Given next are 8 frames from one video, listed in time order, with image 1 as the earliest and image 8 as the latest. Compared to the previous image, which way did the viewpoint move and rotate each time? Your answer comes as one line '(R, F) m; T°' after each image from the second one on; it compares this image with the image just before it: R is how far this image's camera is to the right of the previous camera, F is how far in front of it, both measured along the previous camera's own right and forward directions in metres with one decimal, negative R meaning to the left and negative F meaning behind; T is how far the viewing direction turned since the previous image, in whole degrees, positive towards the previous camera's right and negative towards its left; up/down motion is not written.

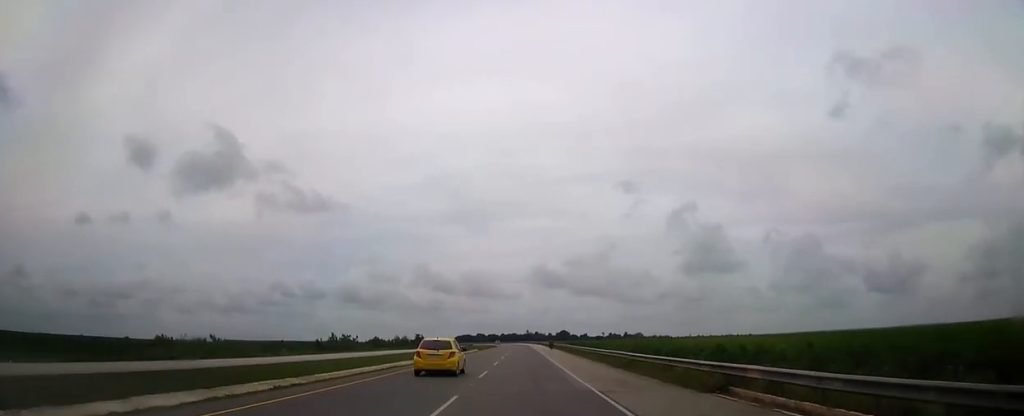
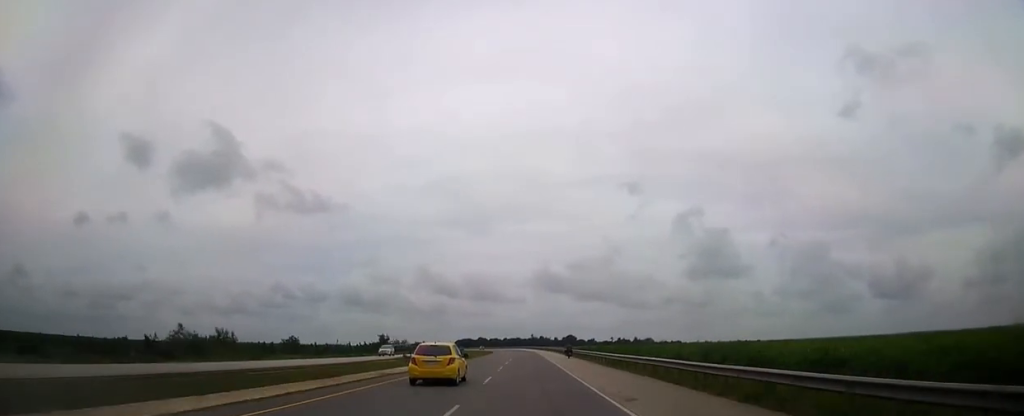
(0.0, +51.0) m; 0°
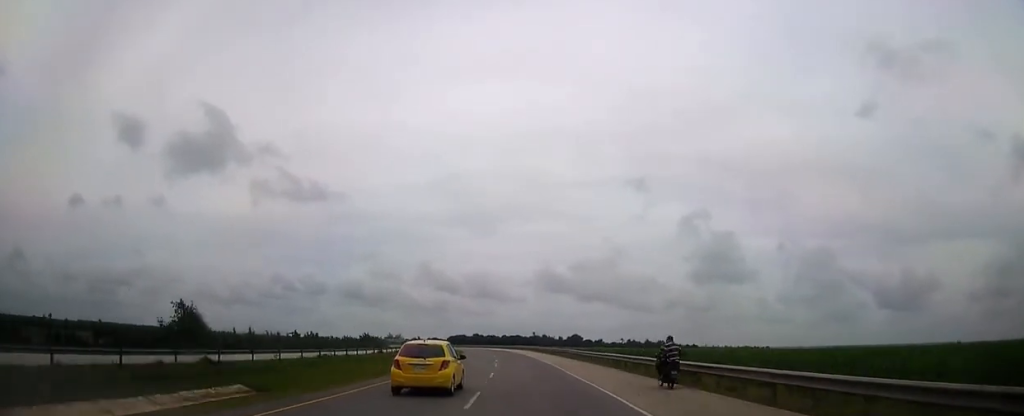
(-0.4, +80.8) m; -1°
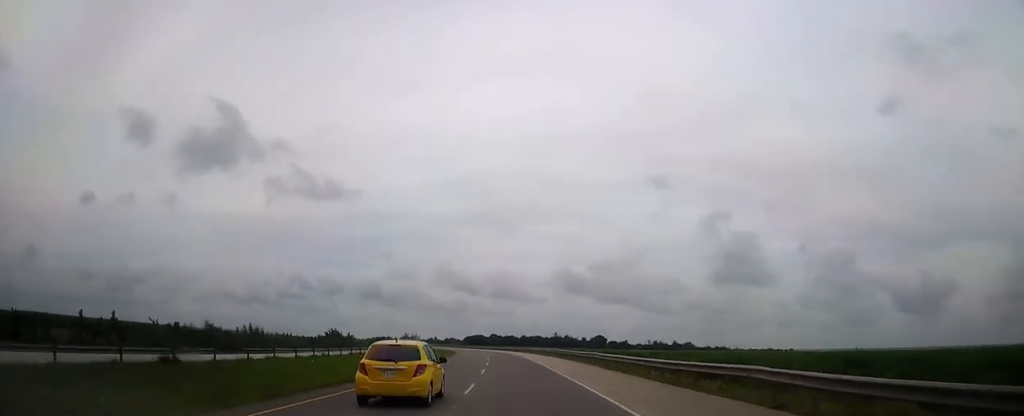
(+0.2, +44.8) m; -1°
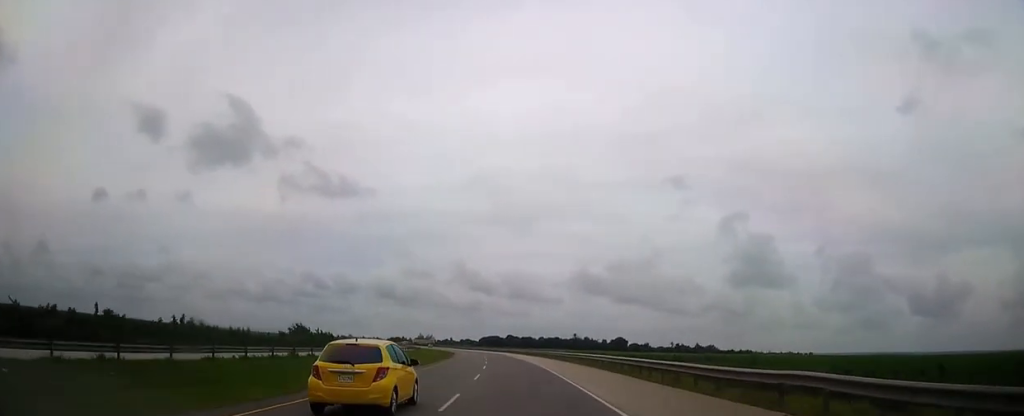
(-0.8, +27.9) m; -2°
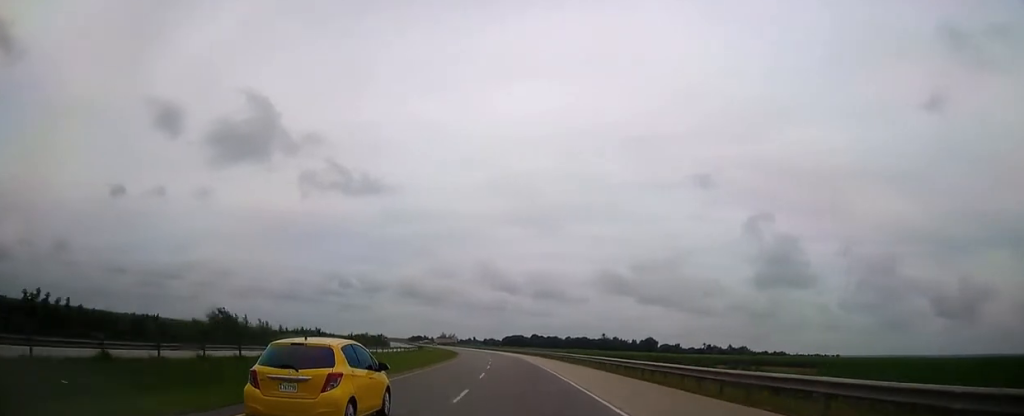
(-0.1, +33.4) m; -2°
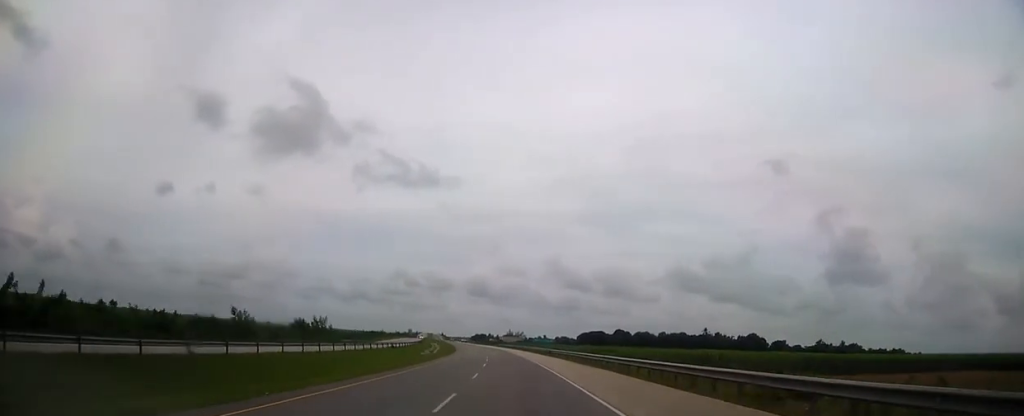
(-7.9, +122.7) m; -7°
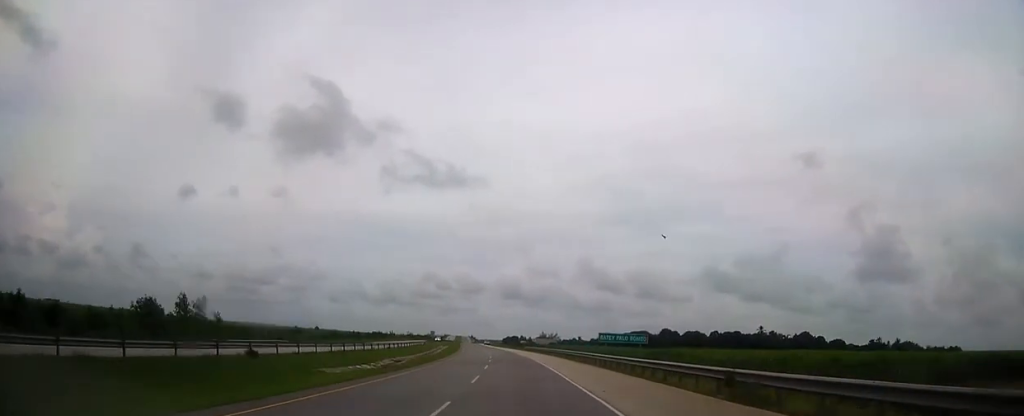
(-1.2, +49.4) m; -3°
